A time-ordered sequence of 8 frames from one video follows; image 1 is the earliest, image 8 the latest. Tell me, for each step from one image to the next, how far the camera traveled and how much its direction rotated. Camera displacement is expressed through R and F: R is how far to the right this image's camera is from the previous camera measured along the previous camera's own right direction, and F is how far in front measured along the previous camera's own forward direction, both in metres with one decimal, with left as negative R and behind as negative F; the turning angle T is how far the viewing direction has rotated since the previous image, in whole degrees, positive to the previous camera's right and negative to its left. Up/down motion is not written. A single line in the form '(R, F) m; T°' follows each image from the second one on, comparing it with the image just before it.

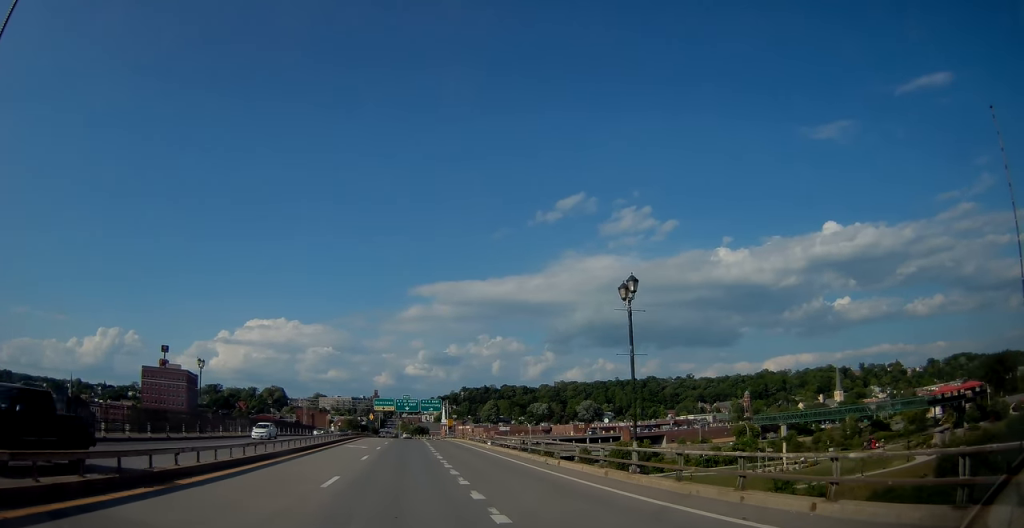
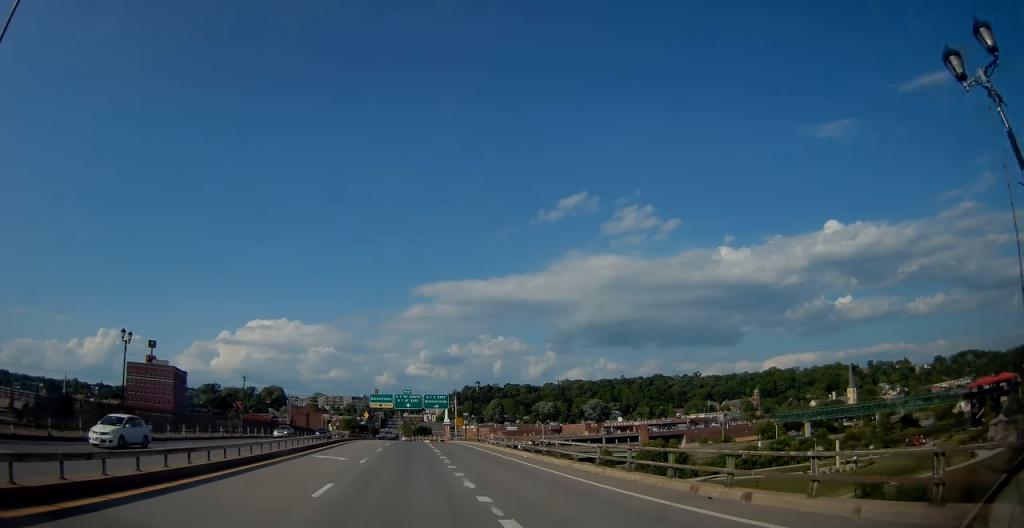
(0.0, +15.4) m; 0°
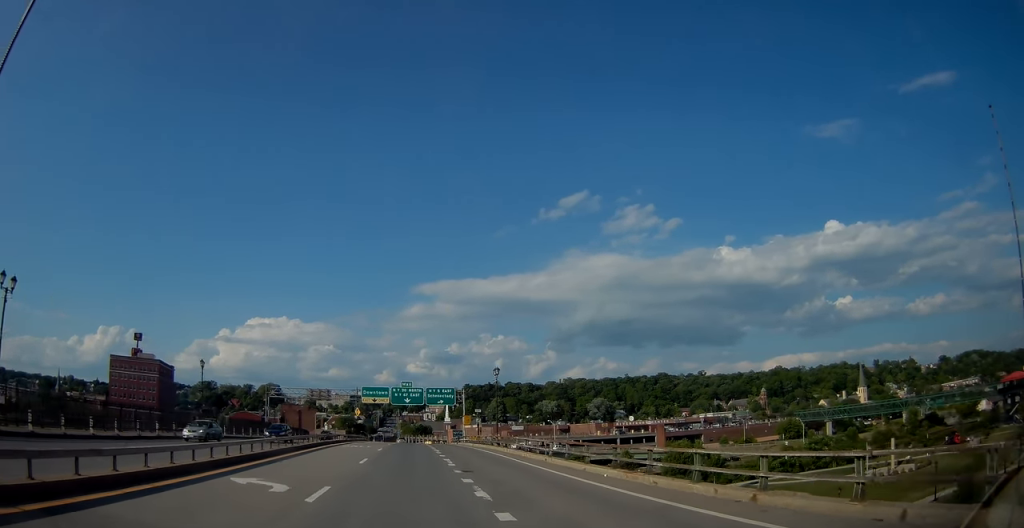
(0.0, +13.7) m; 0°
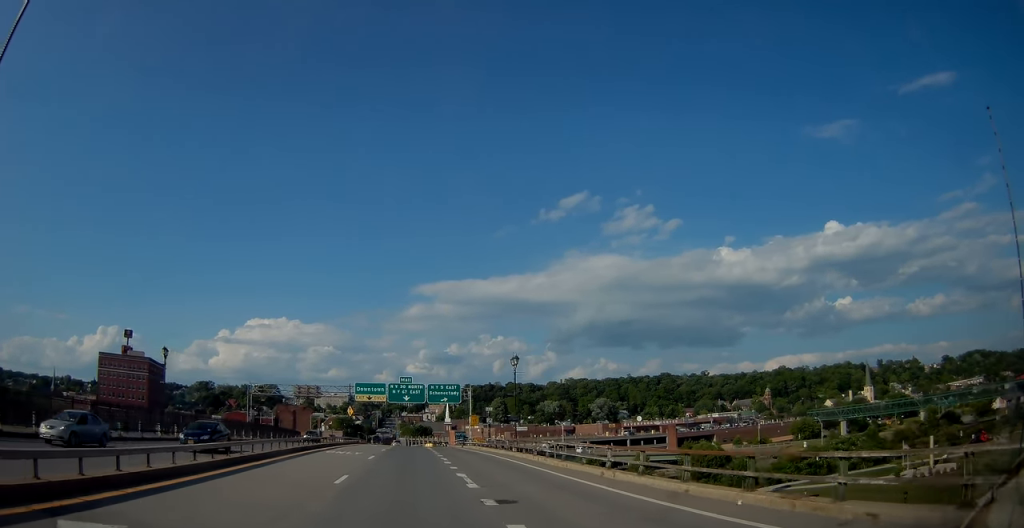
(0.0, +8.5) m; 0°
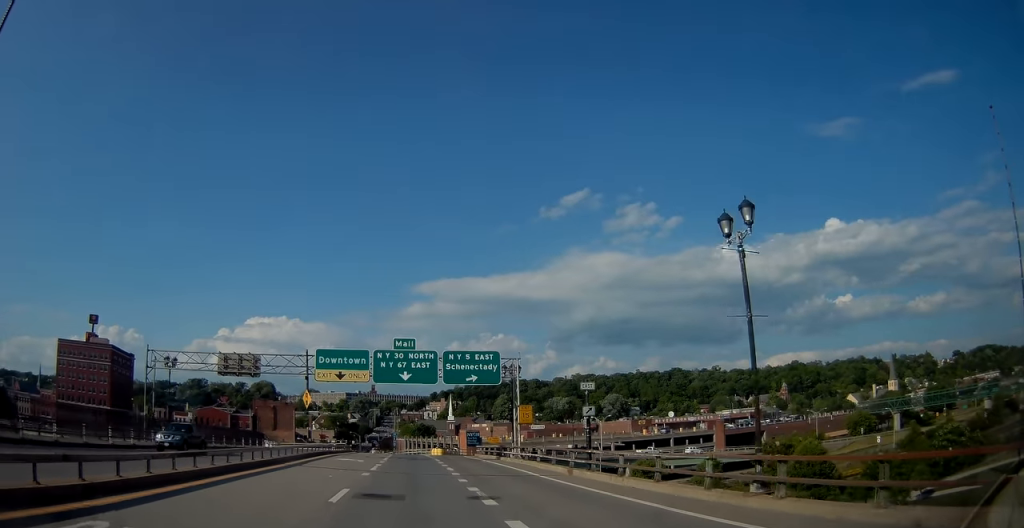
(0.0, +28.4) m; 0°
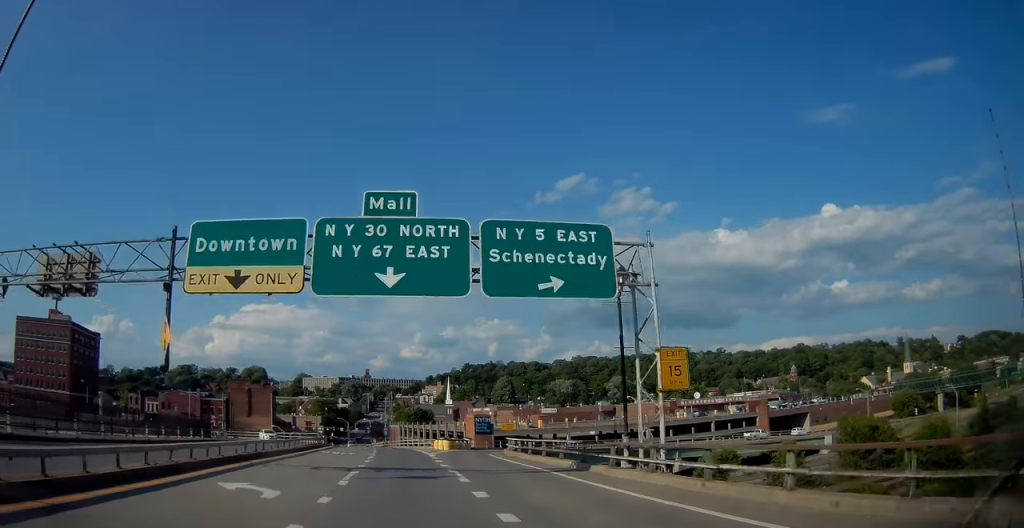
(-0.1, +21.8) m; -1°
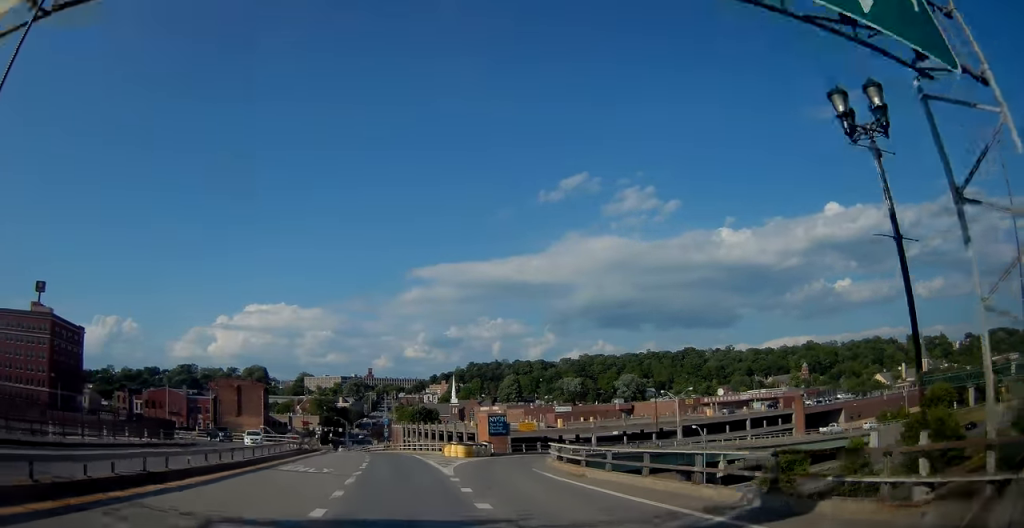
(-0.2, +12.2) m; -1°
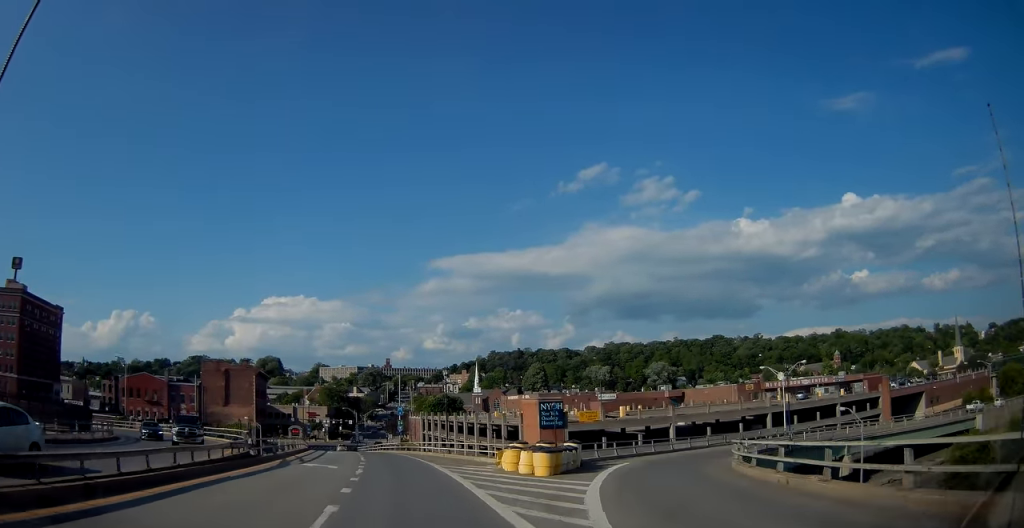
(-0.2, +21.6) m; -1°
